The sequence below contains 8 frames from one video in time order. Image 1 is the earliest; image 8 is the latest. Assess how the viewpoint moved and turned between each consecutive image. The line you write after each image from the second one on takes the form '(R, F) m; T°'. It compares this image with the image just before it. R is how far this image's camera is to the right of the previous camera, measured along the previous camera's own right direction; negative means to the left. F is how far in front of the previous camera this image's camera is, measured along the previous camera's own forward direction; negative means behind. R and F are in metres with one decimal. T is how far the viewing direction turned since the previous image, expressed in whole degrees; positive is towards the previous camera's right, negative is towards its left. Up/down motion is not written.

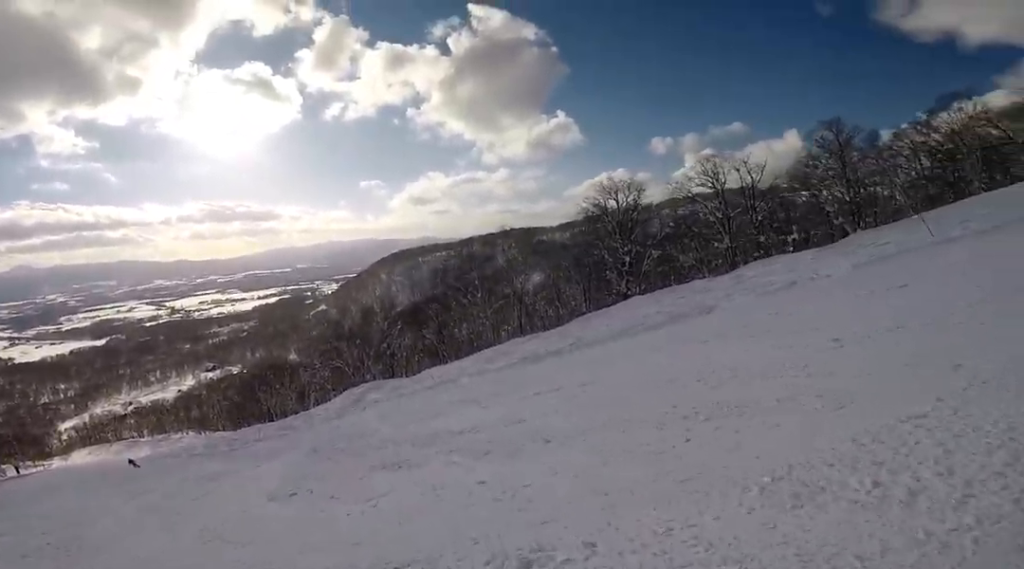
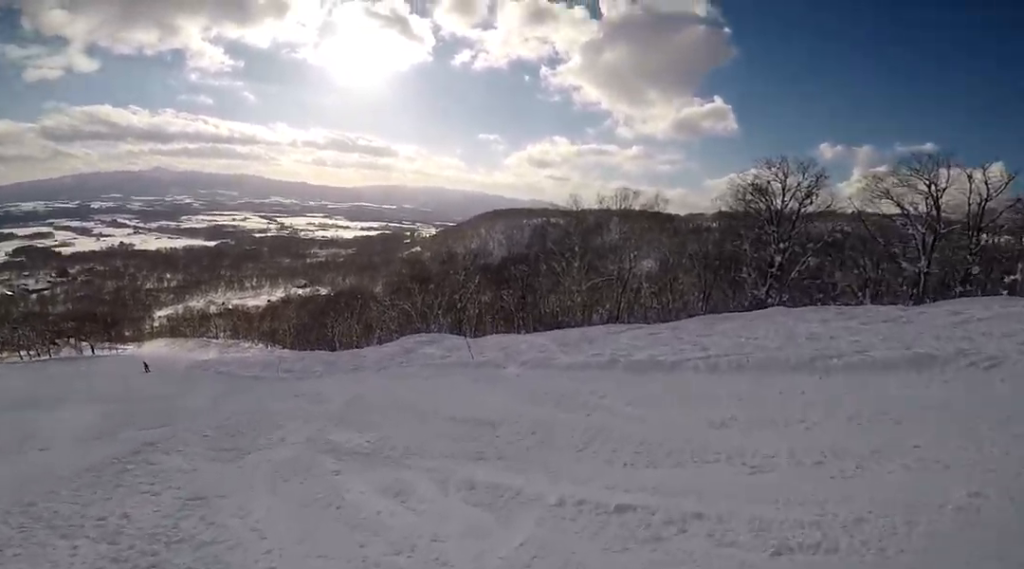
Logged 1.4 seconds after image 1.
(+0.7, +7.0) m; -11°
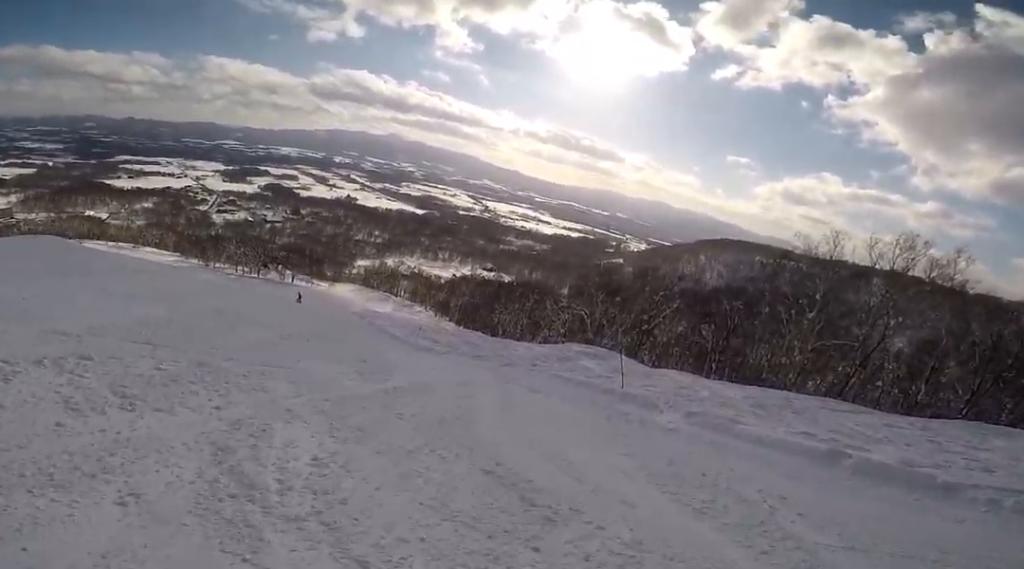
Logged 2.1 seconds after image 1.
(-0.3, +3.1) m; -23°
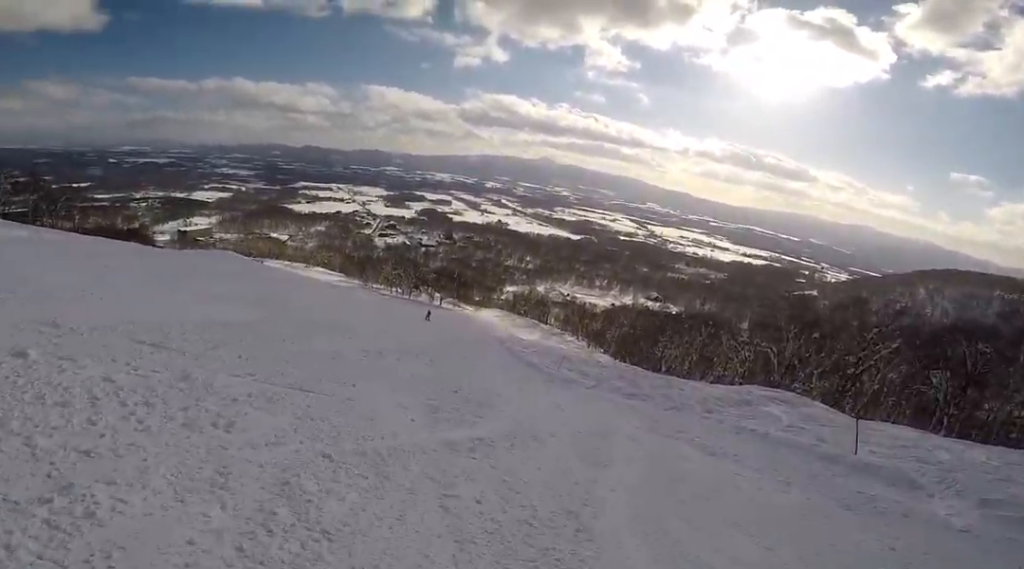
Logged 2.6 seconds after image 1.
(-0.7, +2.5) m; -21°
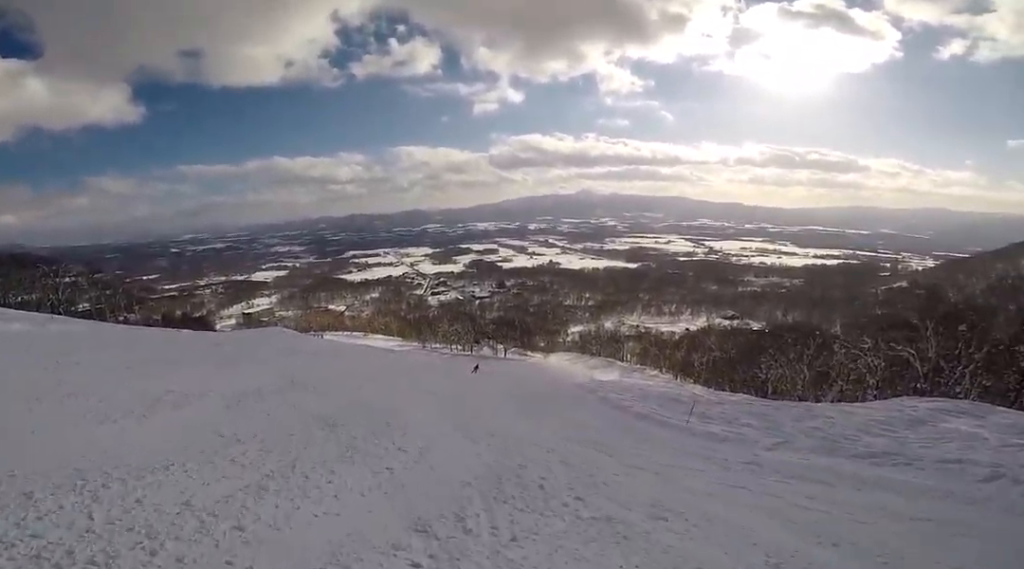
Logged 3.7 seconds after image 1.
(-1.5, +4.7) m; -26°
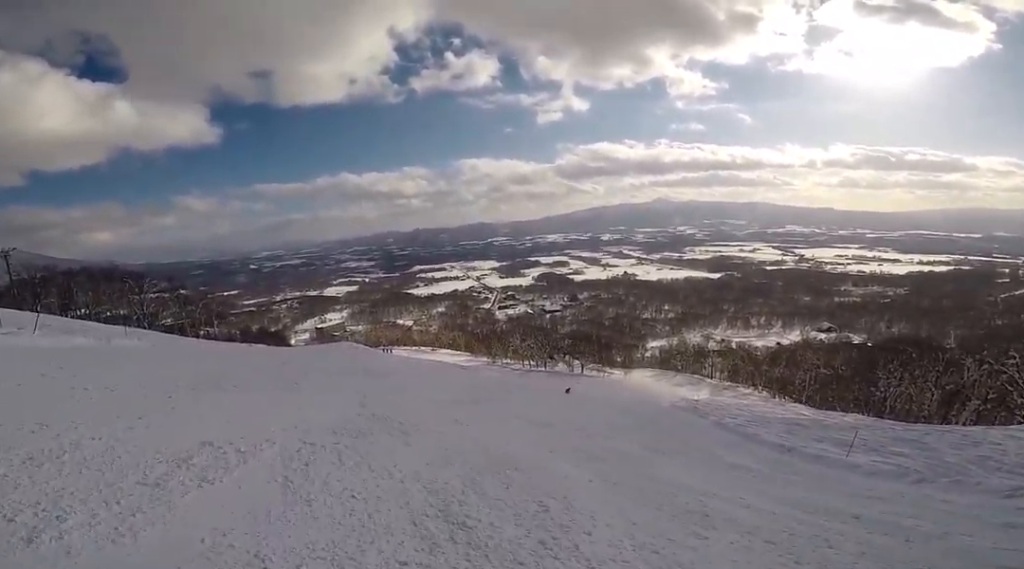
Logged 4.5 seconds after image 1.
(-0.3, +3.4) m; -10°
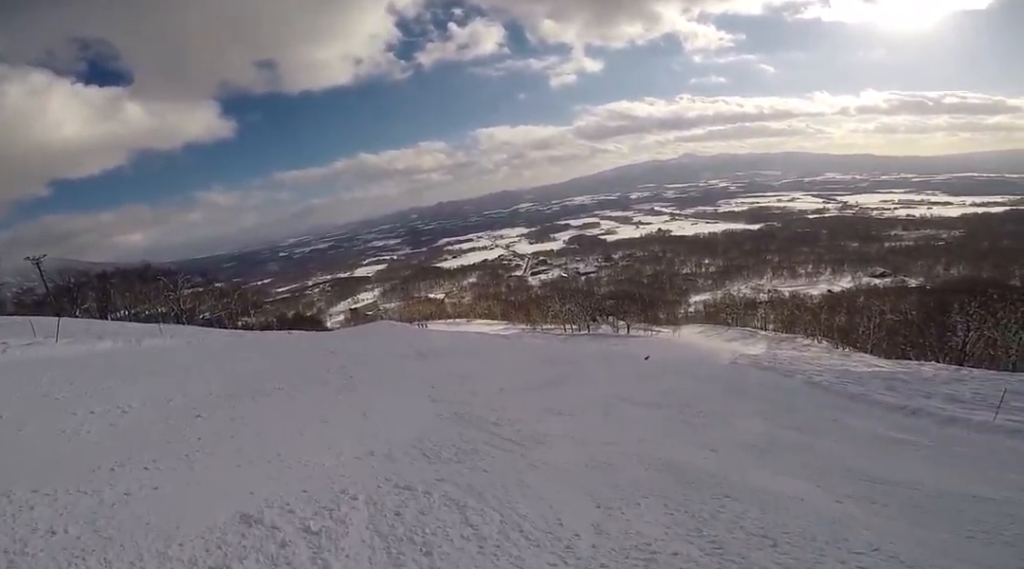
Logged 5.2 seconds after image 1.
(-0.3, +3.1) m; -10°
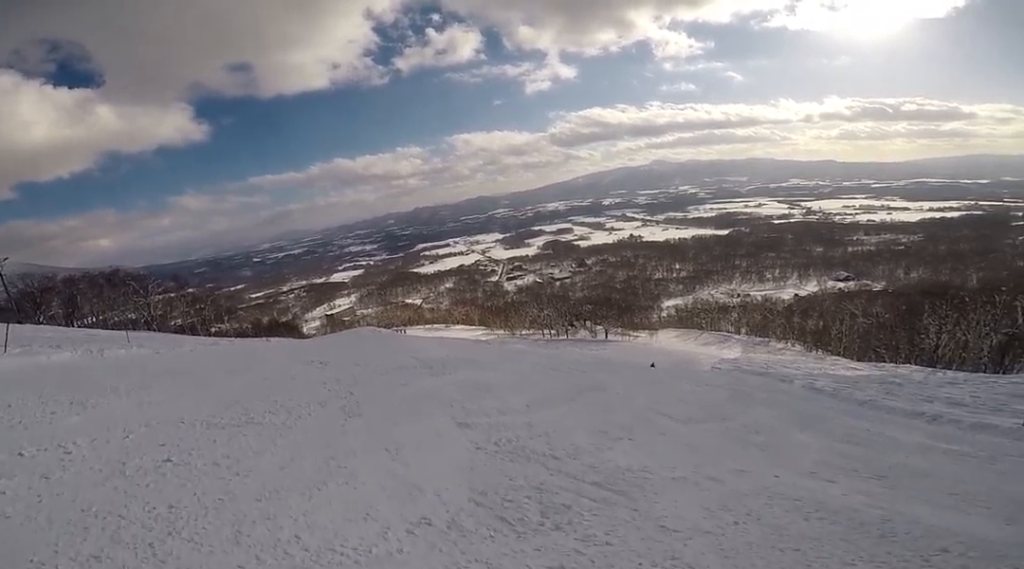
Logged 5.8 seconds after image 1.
(-0.1, +2.4) m; -8°
